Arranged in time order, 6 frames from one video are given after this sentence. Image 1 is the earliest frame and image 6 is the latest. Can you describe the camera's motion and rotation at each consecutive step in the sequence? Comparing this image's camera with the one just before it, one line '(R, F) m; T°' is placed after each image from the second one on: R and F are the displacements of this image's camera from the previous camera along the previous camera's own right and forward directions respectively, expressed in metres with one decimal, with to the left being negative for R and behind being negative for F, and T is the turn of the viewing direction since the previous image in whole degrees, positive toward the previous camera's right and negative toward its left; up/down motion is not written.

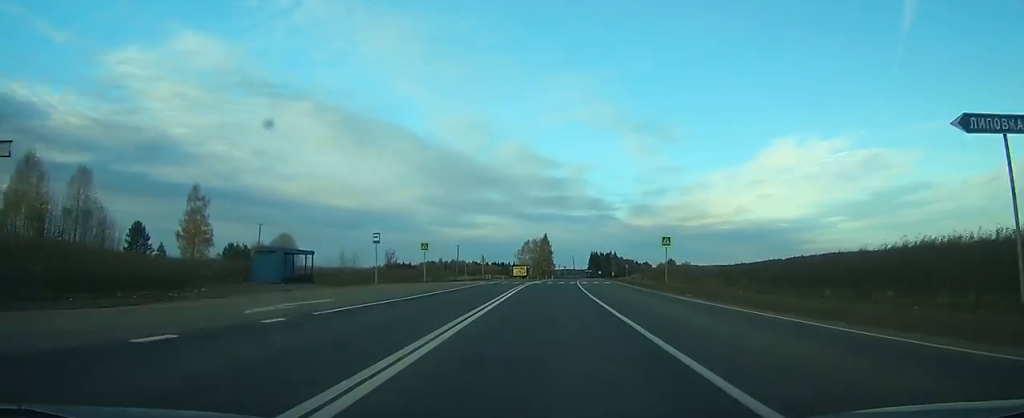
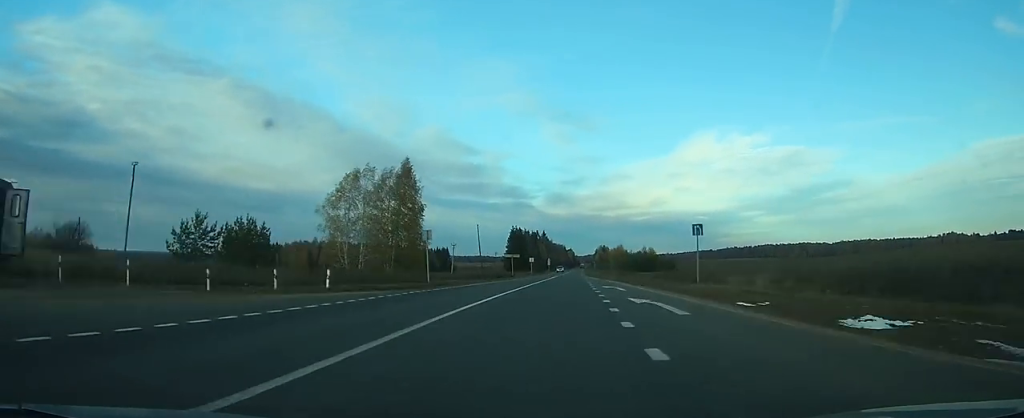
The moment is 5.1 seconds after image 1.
(+4.4, +127.3) m; +6°
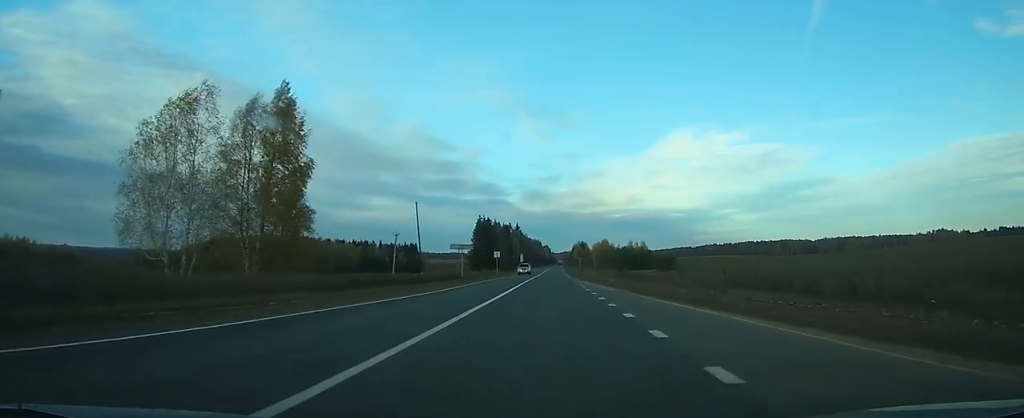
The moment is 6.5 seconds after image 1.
(+0.5, +33.0) m; +2°
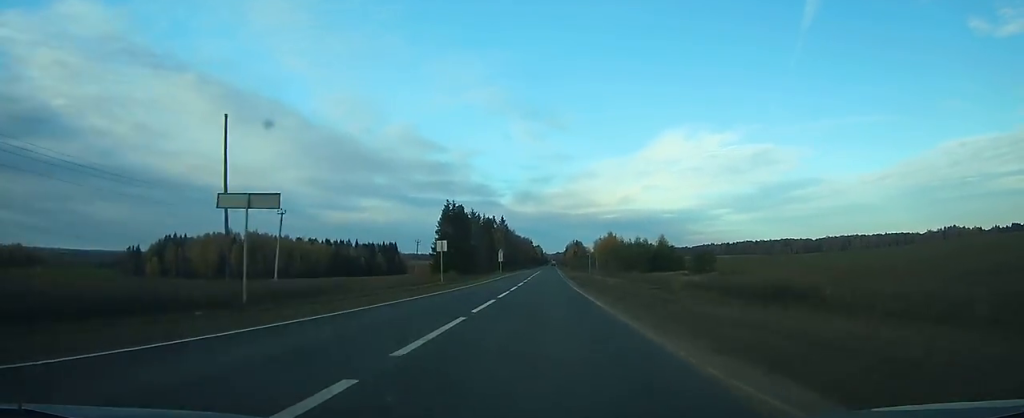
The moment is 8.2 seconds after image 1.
(+1.2, +45.1) m; +2°
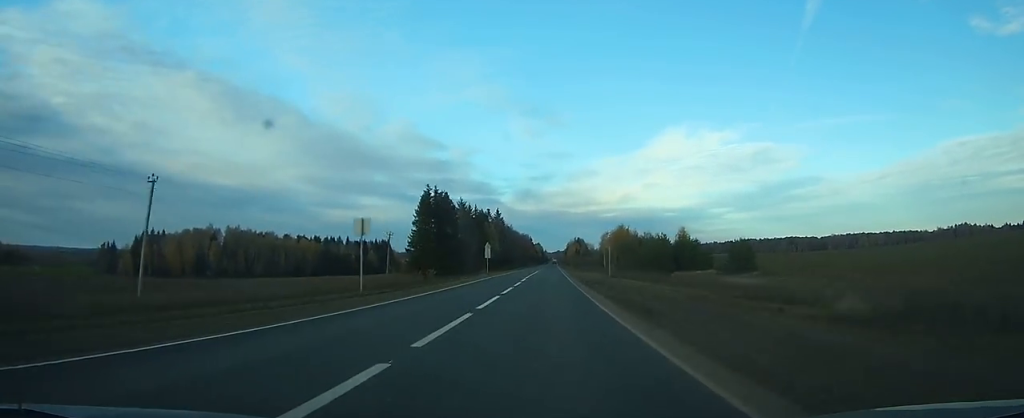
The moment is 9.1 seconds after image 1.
(+0.3, +23.3) m; 0°
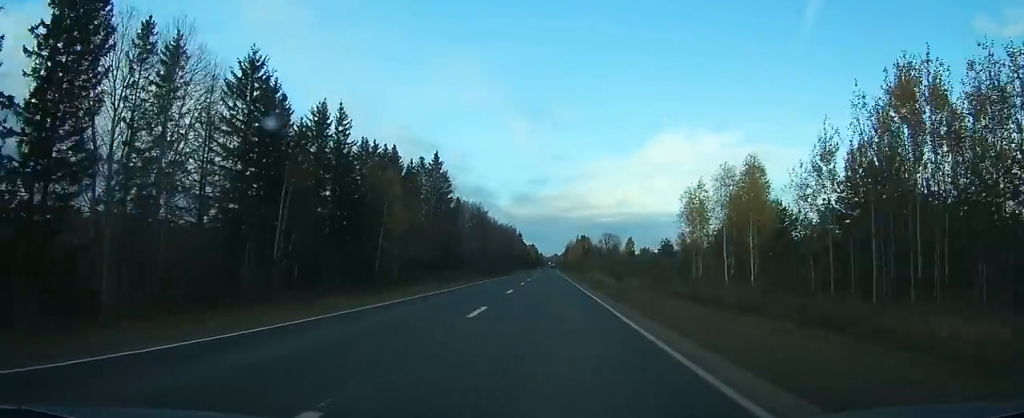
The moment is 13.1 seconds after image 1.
(+0.8, +103.2) m; 0°
